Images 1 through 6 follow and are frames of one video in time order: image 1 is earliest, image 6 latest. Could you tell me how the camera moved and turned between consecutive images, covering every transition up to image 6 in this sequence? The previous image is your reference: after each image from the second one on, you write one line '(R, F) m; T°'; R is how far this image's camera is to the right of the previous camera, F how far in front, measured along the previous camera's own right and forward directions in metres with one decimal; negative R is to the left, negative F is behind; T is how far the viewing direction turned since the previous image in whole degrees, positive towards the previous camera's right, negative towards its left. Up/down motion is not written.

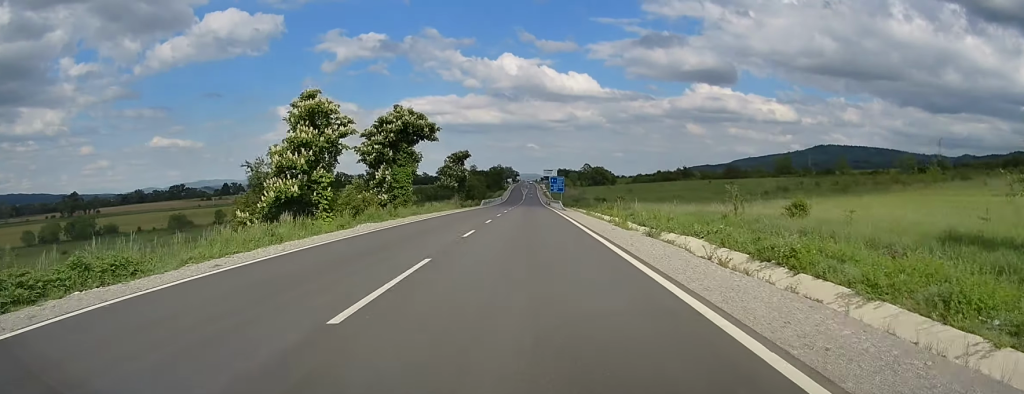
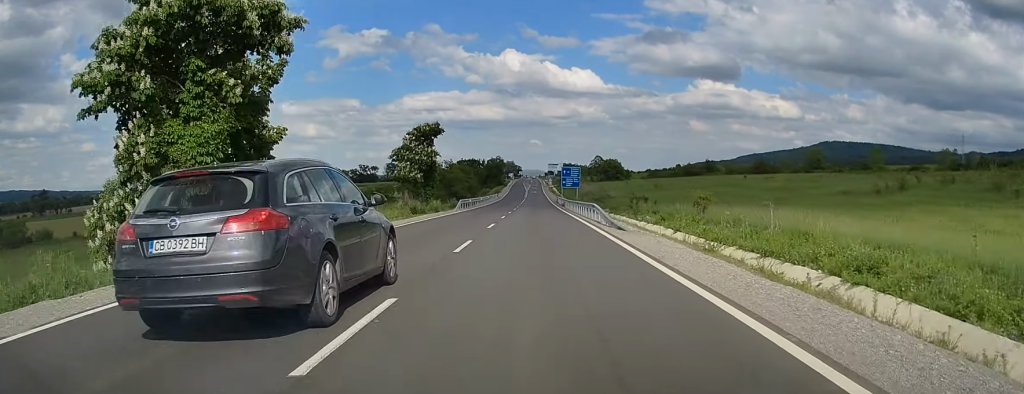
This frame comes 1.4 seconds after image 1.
(+0.2, +32.4) m; 0°
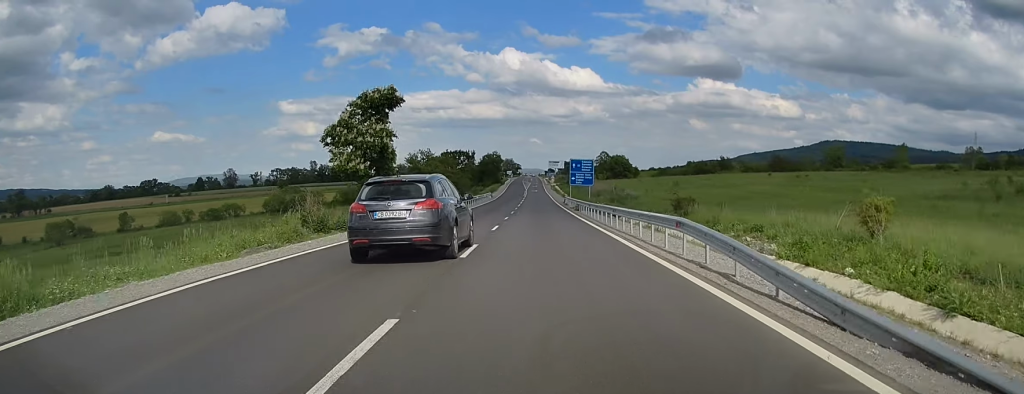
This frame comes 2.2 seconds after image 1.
(-0.3, +19.5) m; -1°
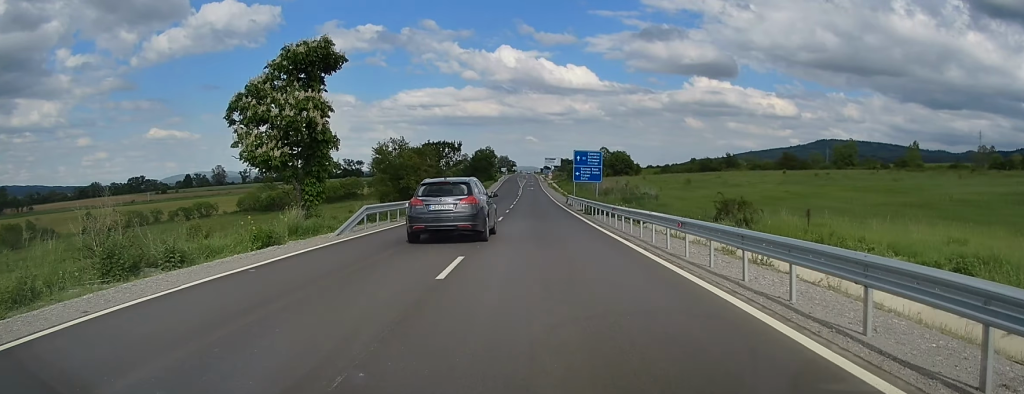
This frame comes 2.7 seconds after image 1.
(-0.1, +12.4) m; 0°
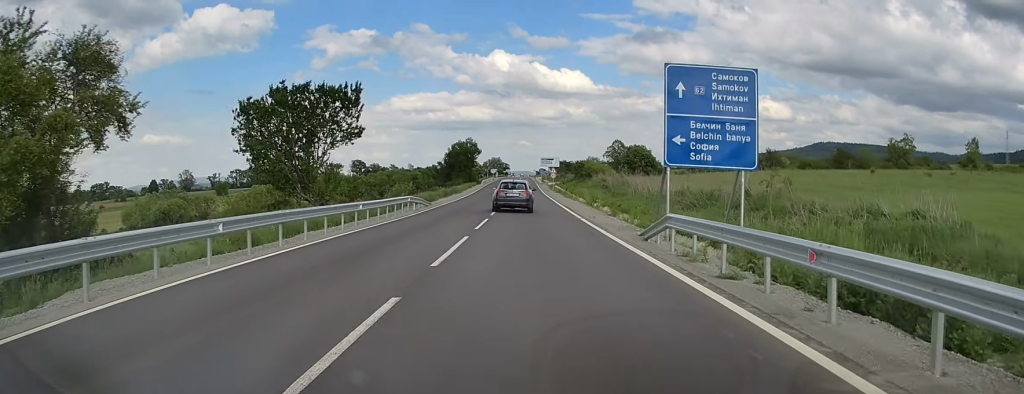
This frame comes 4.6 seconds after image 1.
(+0.8, +43.7) m; +2°
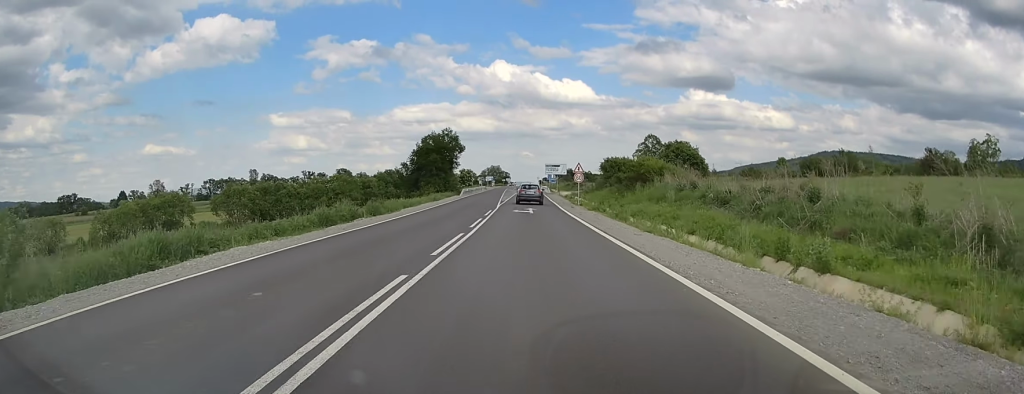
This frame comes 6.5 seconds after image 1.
(-0.6, +42.9) m; -1°
